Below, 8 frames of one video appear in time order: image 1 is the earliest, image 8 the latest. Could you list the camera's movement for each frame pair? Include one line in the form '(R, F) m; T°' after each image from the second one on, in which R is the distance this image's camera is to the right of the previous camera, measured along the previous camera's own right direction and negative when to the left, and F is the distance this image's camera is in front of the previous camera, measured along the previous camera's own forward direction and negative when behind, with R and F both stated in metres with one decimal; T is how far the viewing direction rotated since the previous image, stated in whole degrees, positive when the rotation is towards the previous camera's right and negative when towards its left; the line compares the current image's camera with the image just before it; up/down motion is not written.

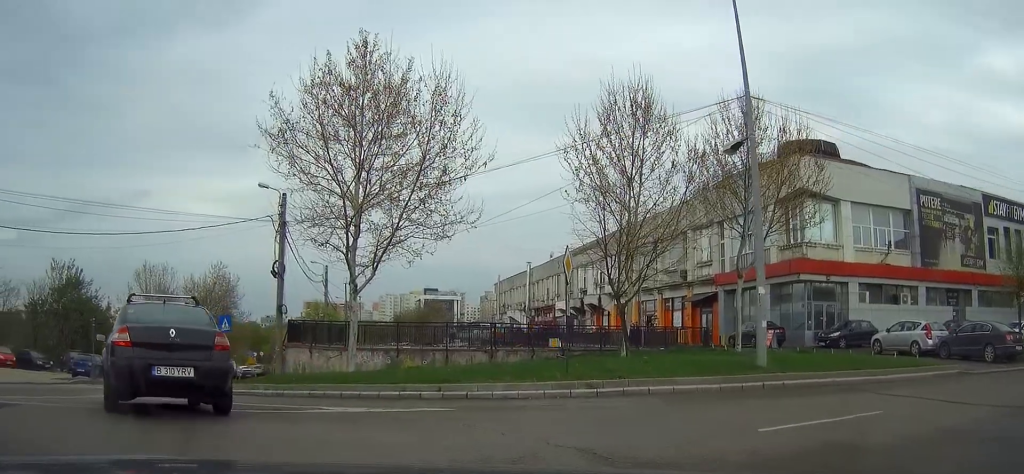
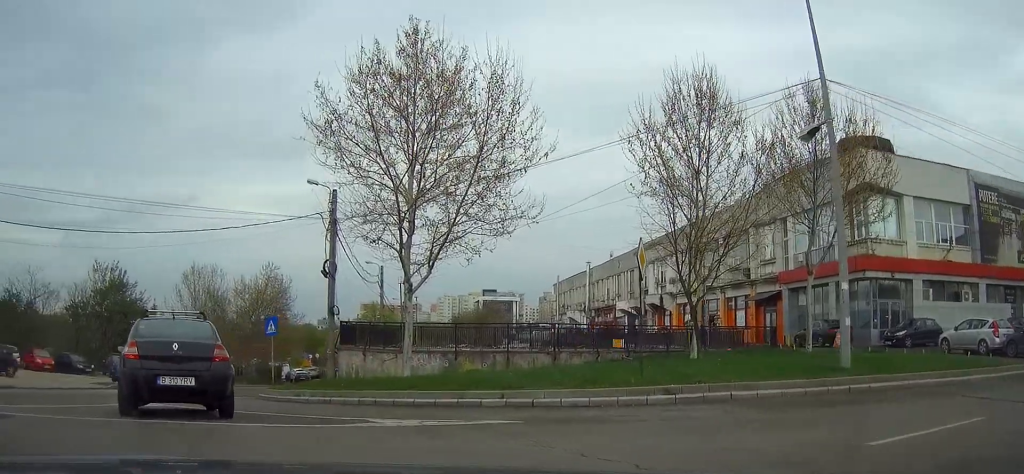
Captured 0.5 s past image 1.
(0.0, +1.0) m; -1°
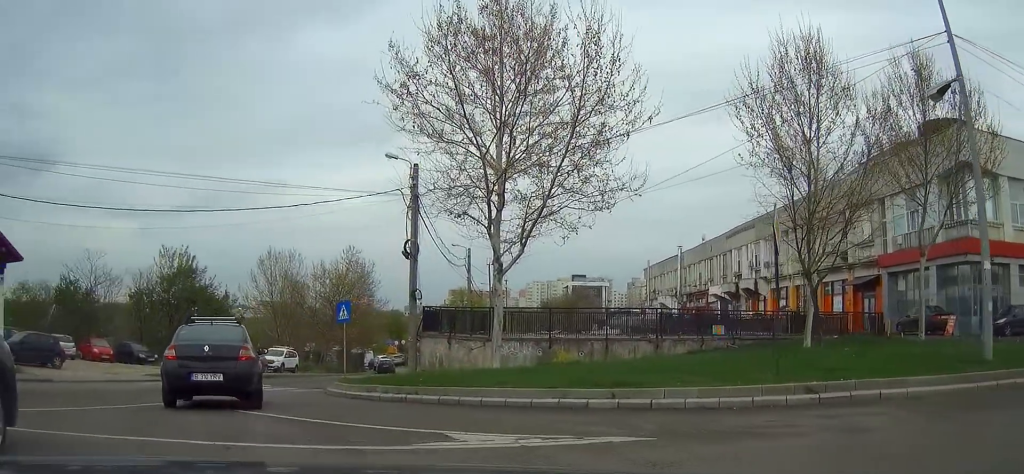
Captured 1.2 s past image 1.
(0.0, +2.1) m; -5°
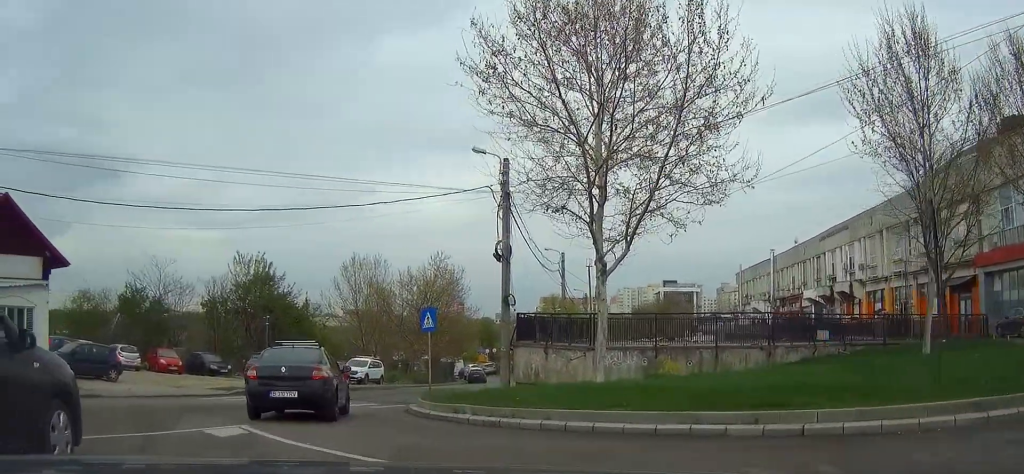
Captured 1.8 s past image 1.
(0.0, +2.0) m; -5°
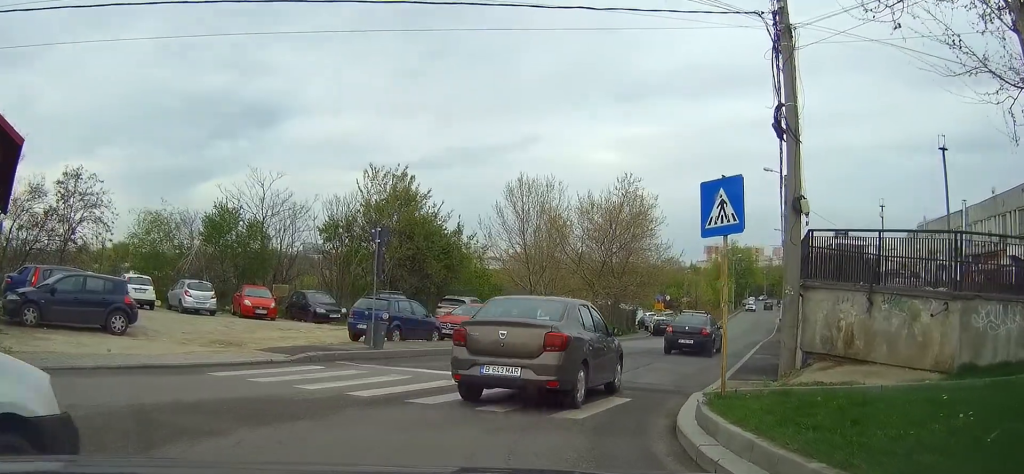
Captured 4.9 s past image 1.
(-2.3, +11.4) m; -16°
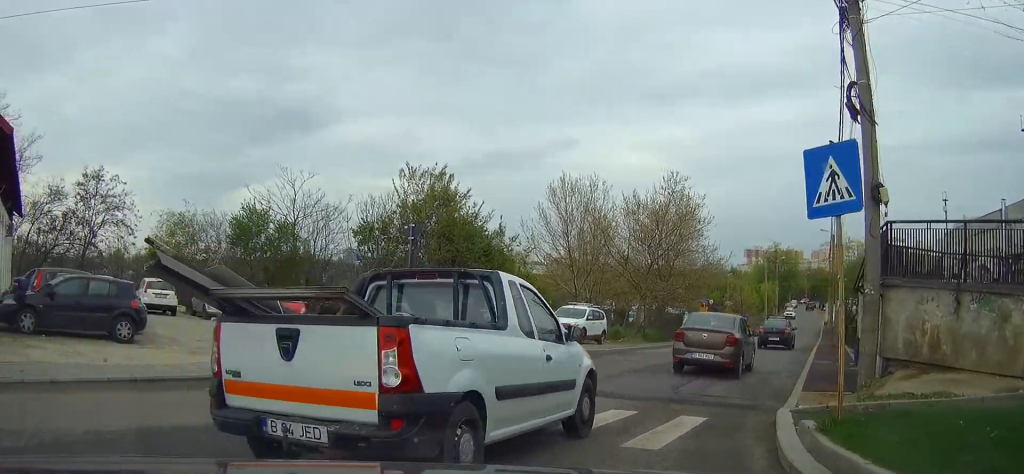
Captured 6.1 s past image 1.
(0.0, +3.7) m; +4°
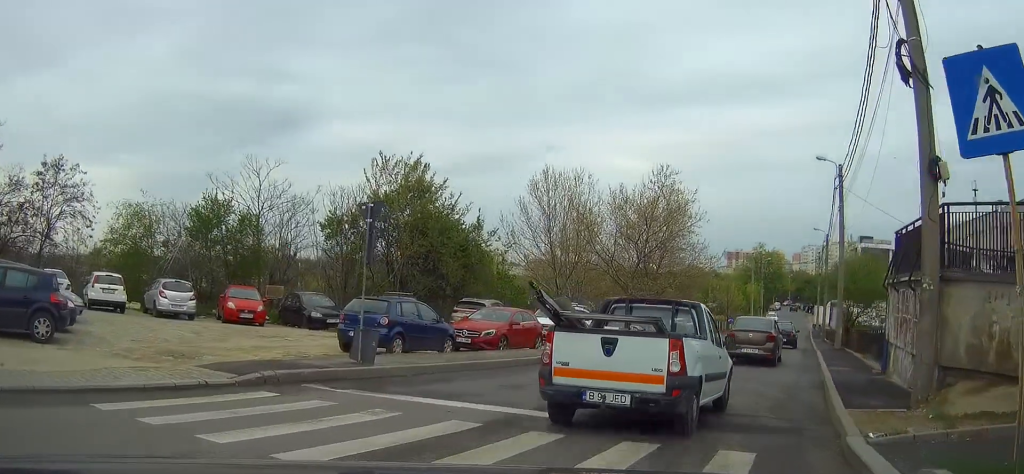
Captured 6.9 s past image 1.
(+0.1, +2.9) m; +6°
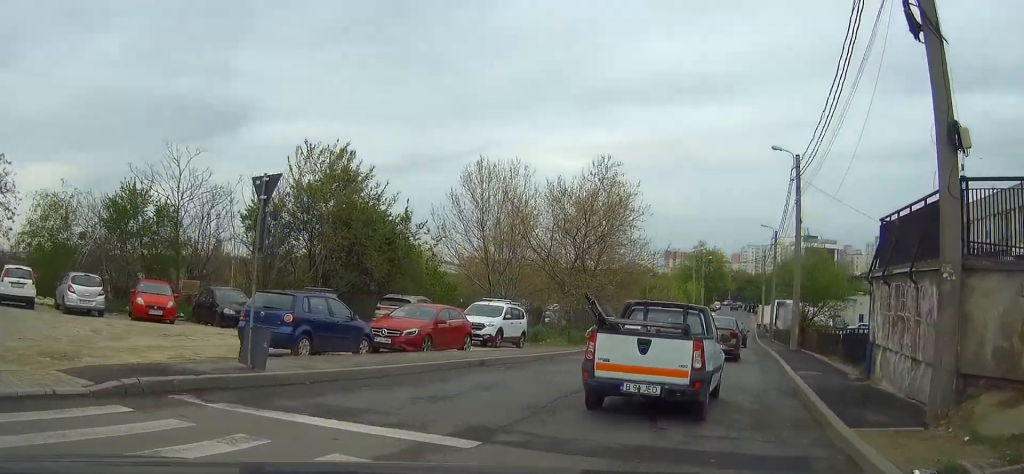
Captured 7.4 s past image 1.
(+0.1, +1.9) m; +3°
